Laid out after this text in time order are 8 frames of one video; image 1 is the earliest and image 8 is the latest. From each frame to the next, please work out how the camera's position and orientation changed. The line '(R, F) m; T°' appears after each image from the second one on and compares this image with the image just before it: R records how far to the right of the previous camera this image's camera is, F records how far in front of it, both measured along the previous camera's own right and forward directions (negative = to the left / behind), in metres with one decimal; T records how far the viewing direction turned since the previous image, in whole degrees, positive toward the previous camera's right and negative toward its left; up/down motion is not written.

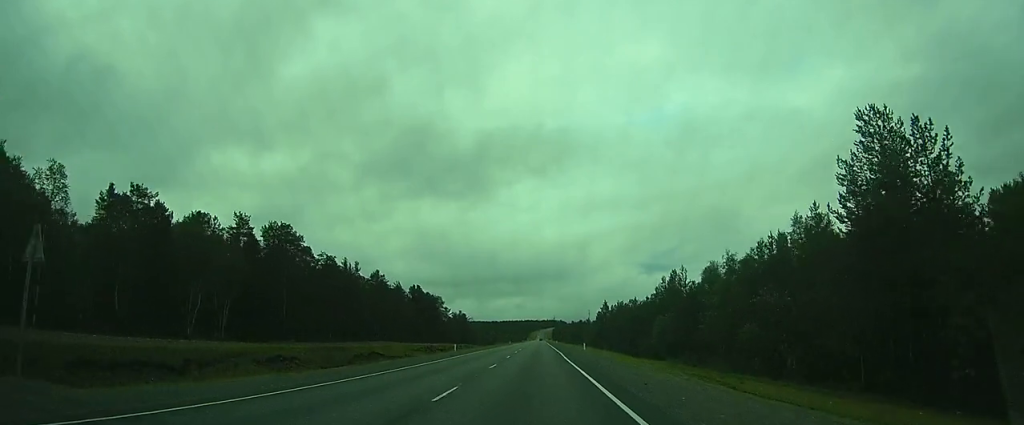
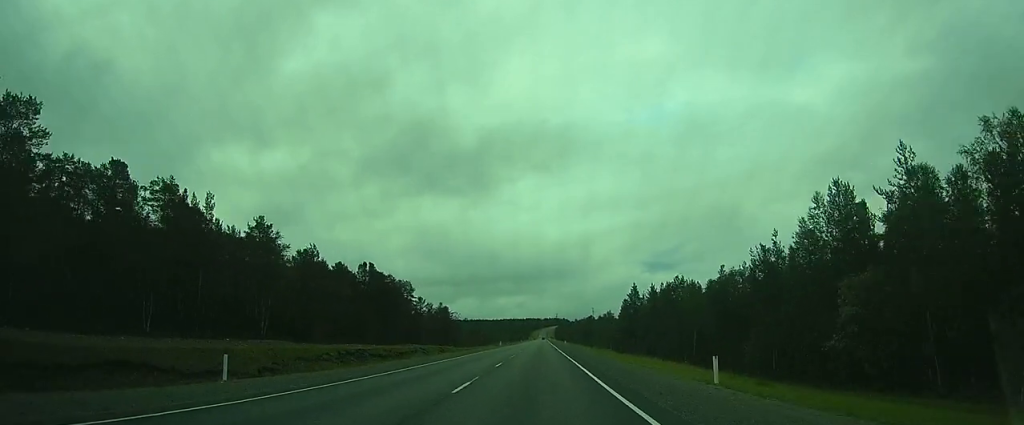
(-0.4, +40.6) m; -1°
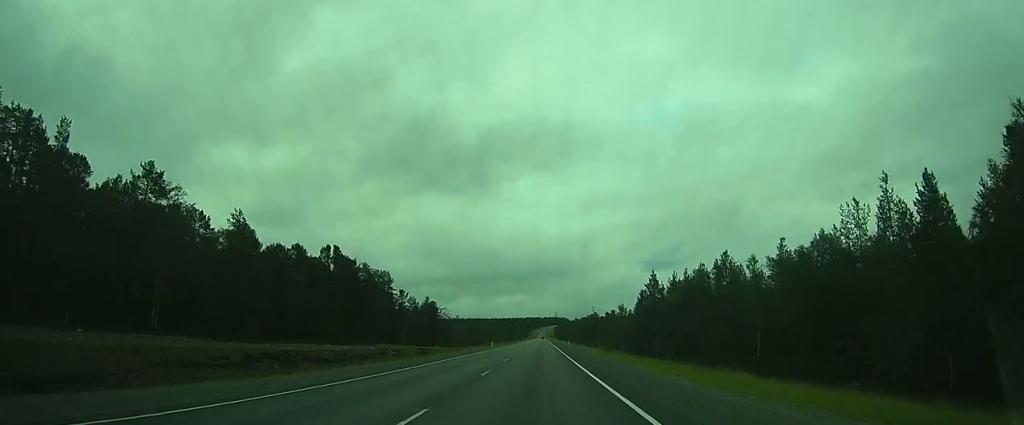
(0.0, +16.5) m; 0°
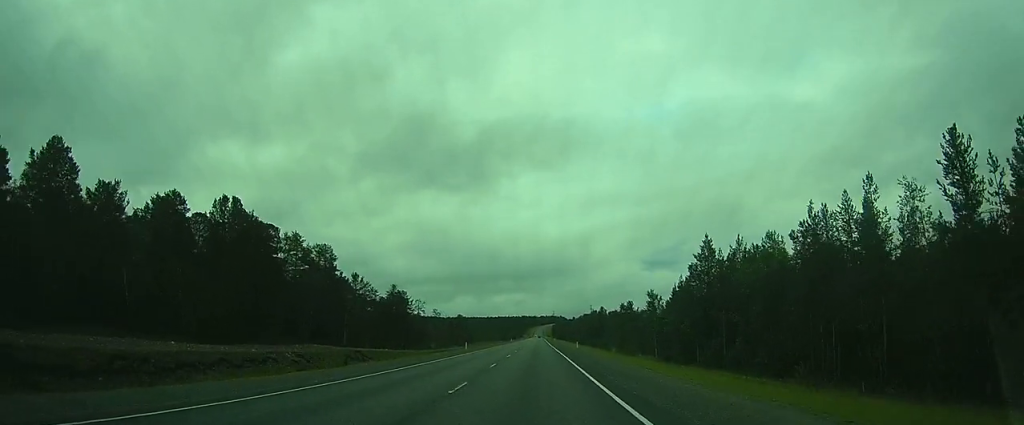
(0.0, +27.0) m; 0°
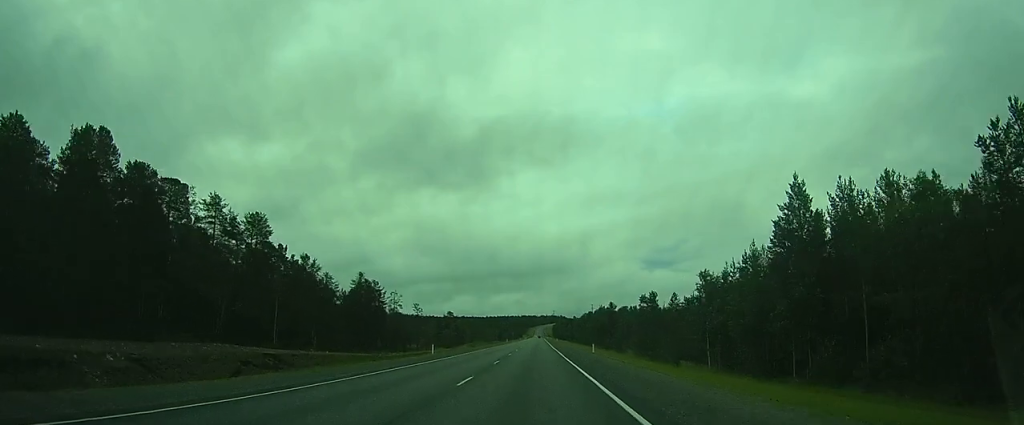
(0.0, +18.9) m; 0°
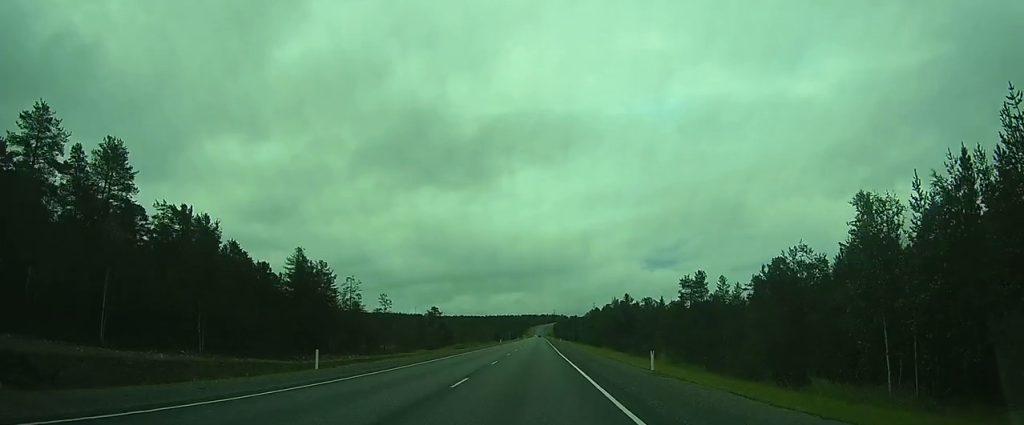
(-0.1, +22.4) m; 0°
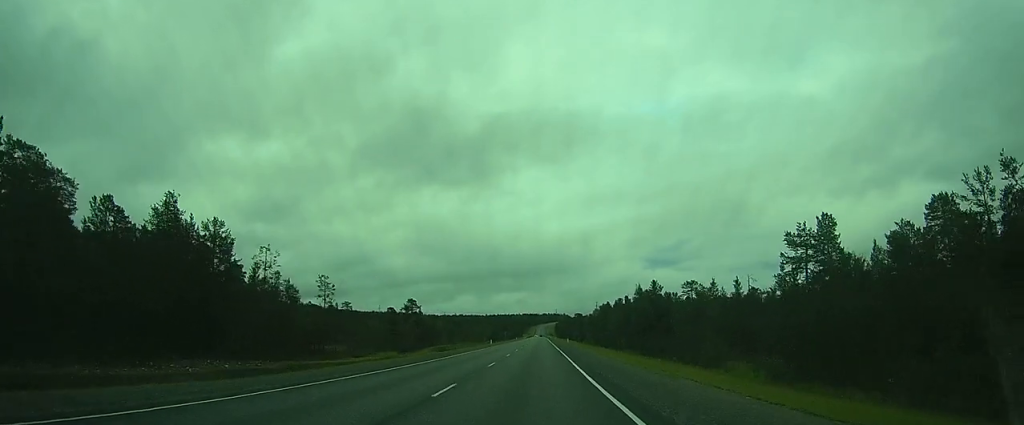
(0.0, +23.9) m; 0°
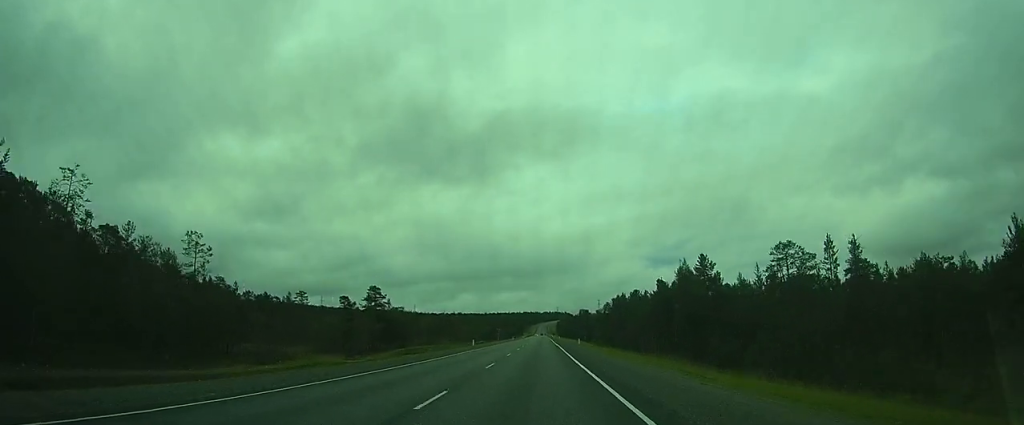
(0.0, +23.4) m; 0°
